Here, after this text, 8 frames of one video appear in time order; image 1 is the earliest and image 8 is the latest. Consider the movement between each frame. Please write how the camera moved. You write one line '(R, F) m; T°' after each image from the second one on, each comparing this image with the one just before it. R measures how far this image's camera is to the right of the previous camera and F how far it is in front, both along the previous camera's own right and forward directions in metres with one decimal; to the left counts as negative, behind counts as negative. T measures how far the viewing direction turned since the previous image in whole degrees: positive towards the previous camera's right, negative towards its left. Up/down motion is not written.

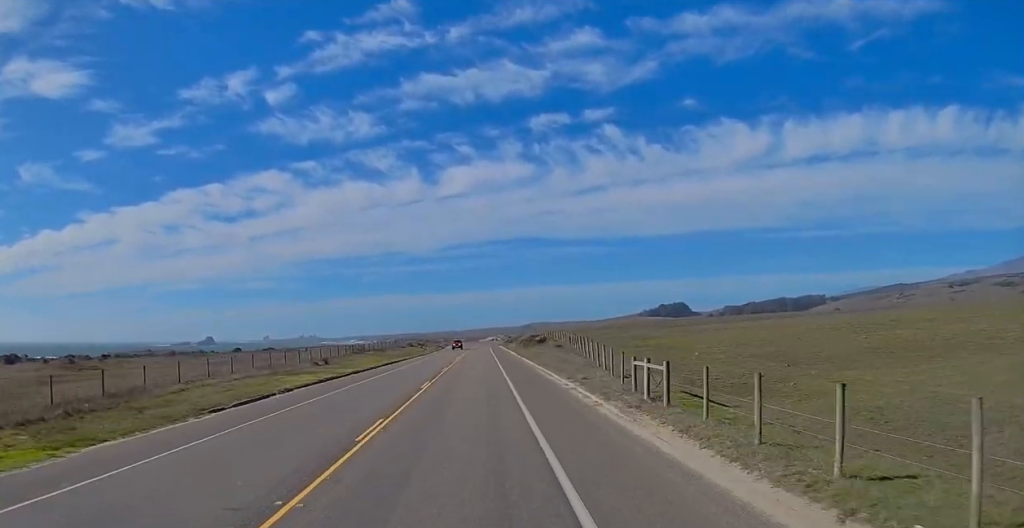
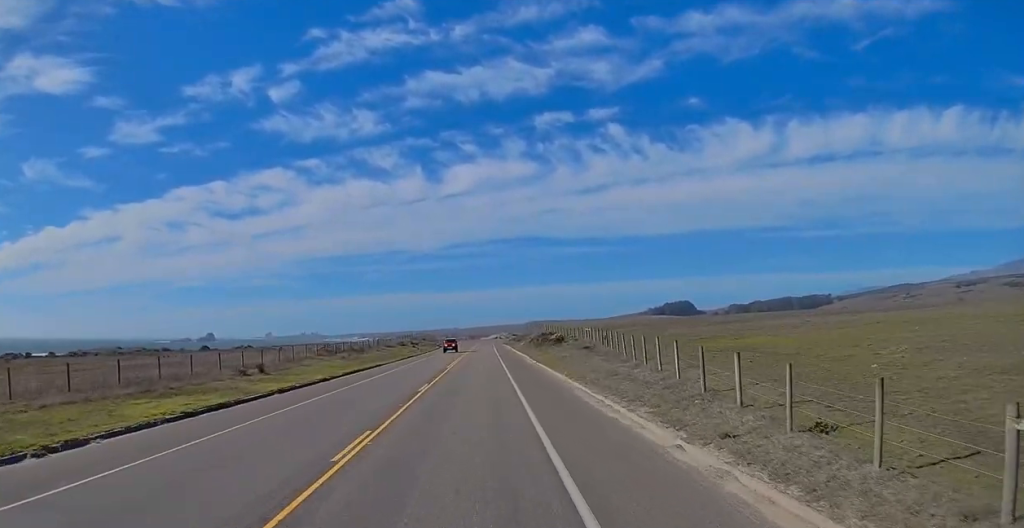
(0.0, +18.4) m; 0°
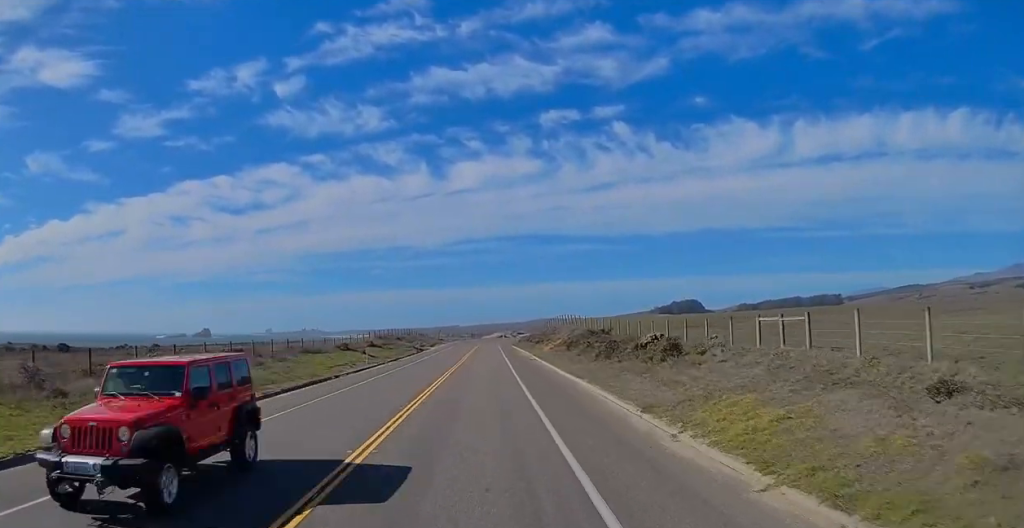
(-0.5, +43.6) m; -1°
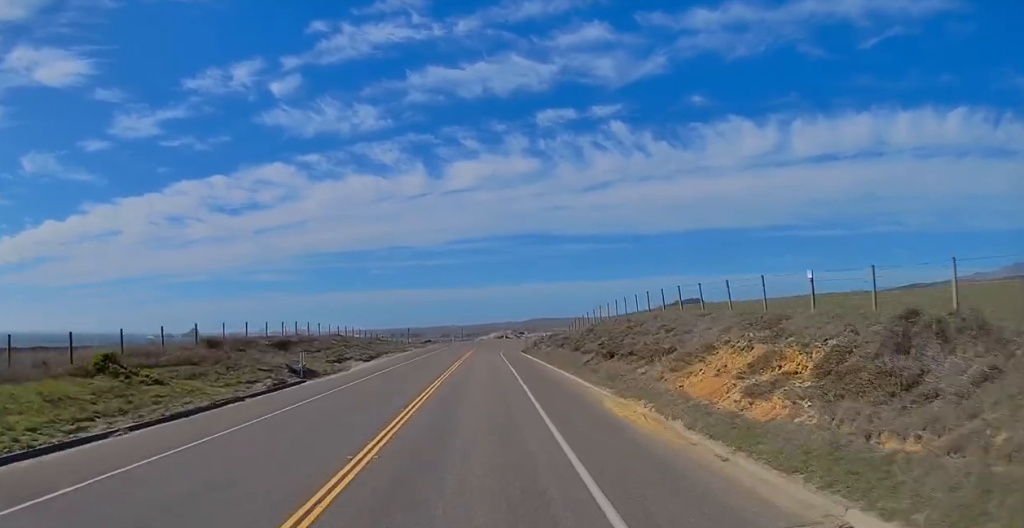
(+0.6, +50.1) m; +1°
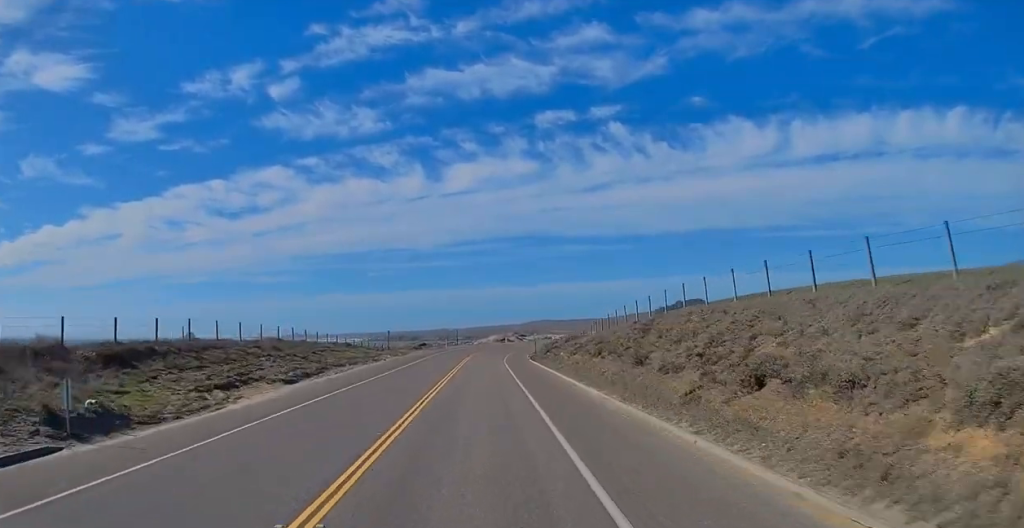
(+0.1, +18.6) m; 0°
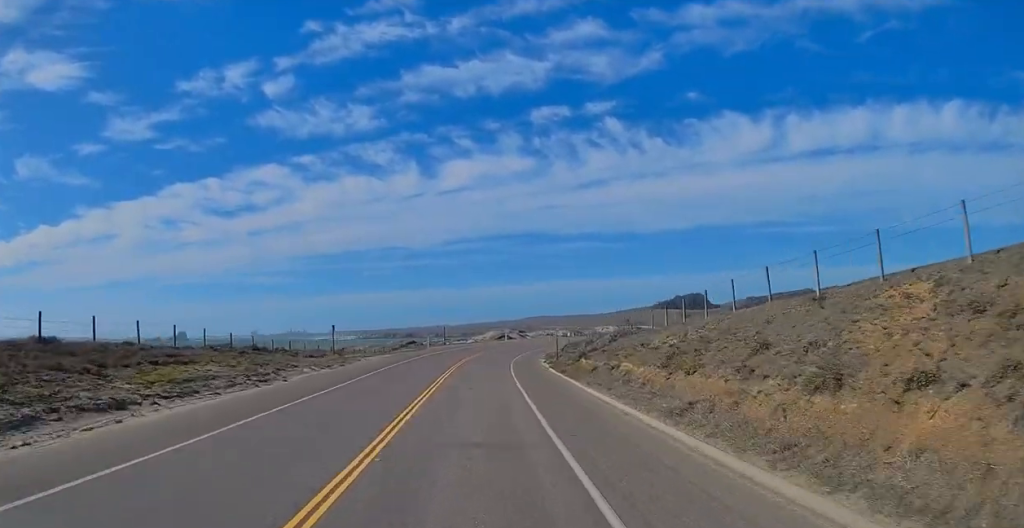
(+0.1, +26.8) m; 0°
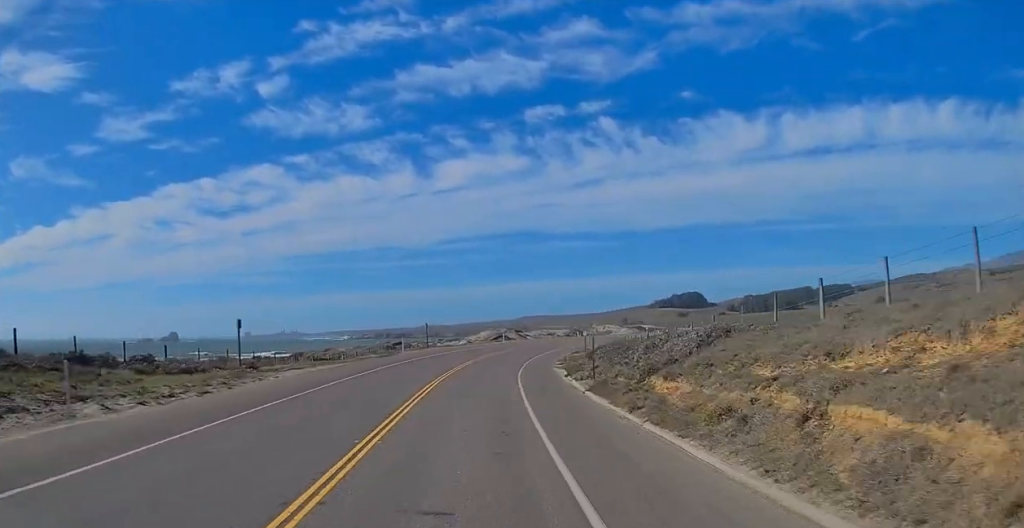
(0.0, +19.1) m; 0°
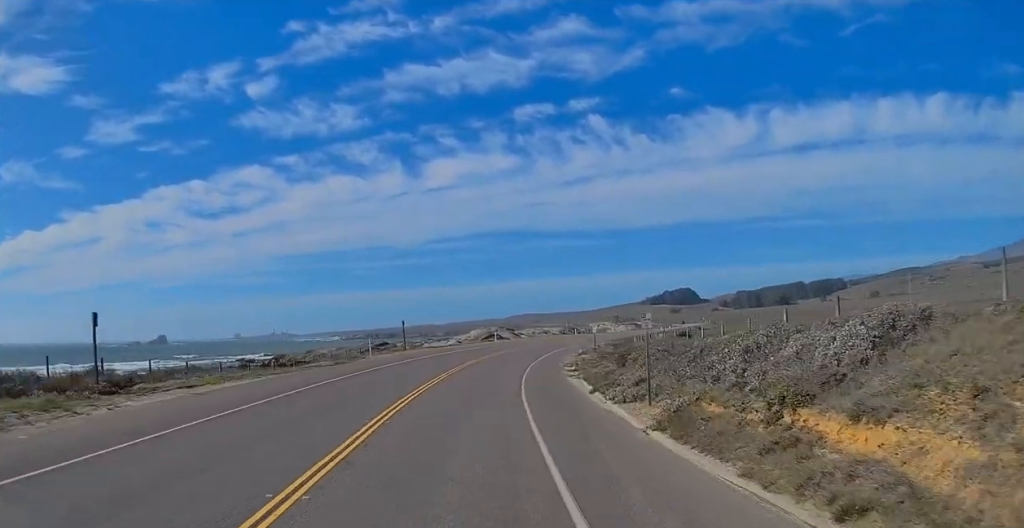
(0.0, +12.4) m; +1°
